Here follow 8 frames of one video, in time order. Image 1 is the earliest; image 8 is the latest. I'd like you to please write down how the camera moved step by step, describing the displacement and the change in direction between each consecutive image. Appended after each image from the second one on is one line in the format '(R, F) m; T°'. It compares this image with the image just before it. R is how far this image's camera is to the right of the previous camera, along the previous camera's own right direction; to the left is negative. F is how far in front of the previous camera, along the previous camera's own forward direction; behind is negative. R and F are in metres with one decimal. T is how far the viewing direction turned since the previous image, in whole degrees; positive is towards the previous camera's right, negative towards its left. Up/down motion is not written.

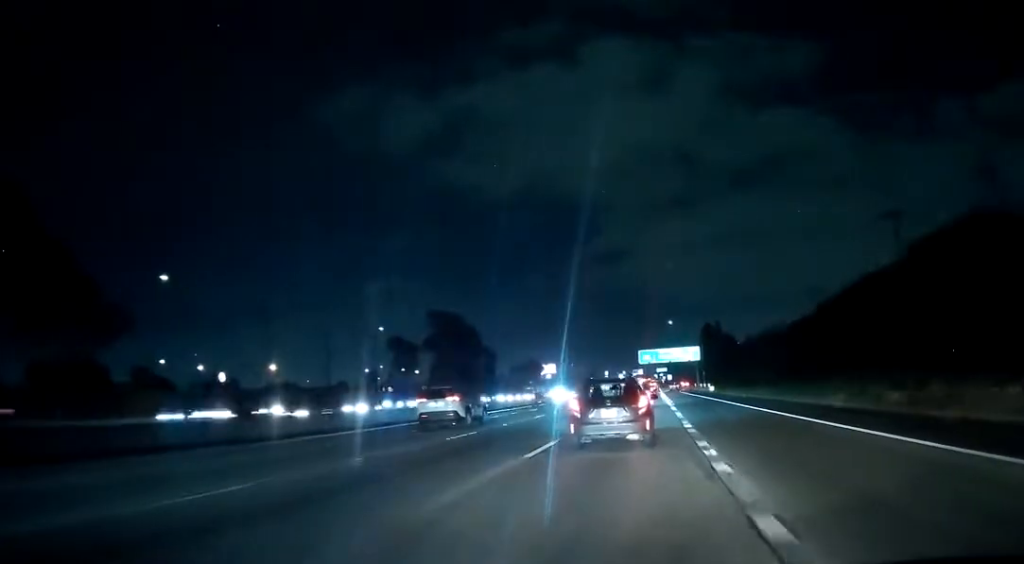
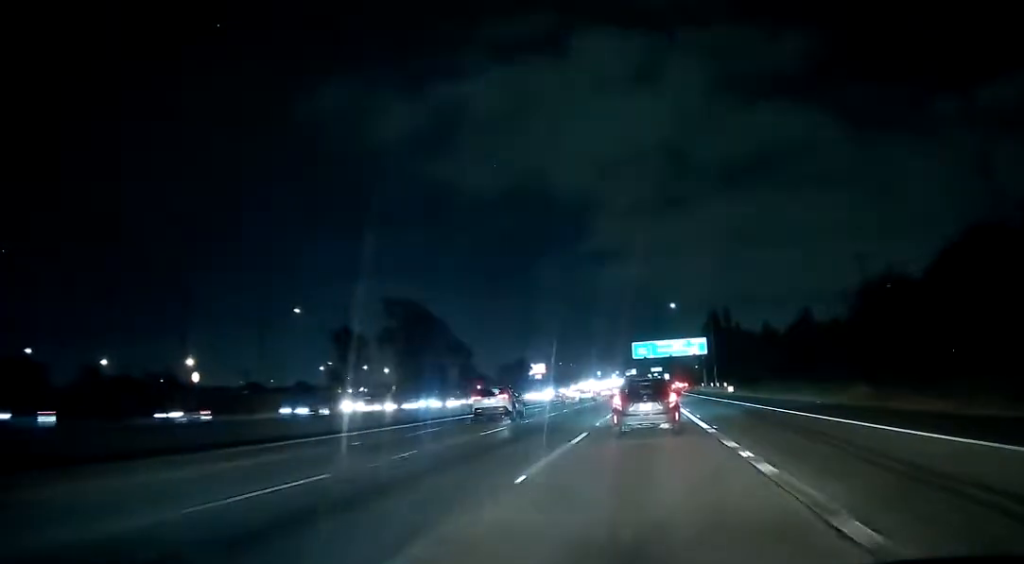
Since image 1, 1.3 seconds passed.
(-0.4, +27.7) m; -2°
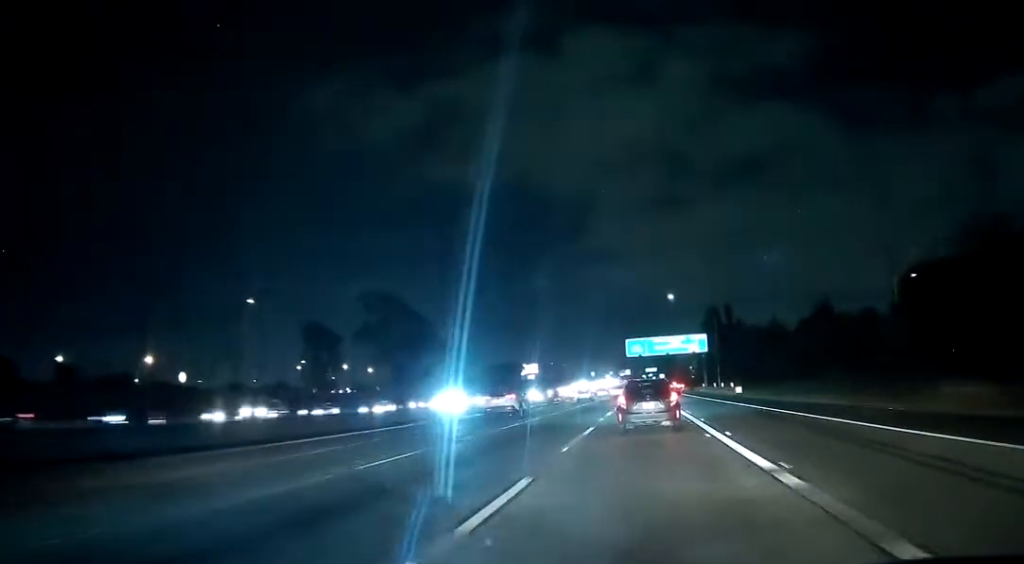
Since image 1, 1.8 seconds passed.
(-0.4, +10.8) m; 0°
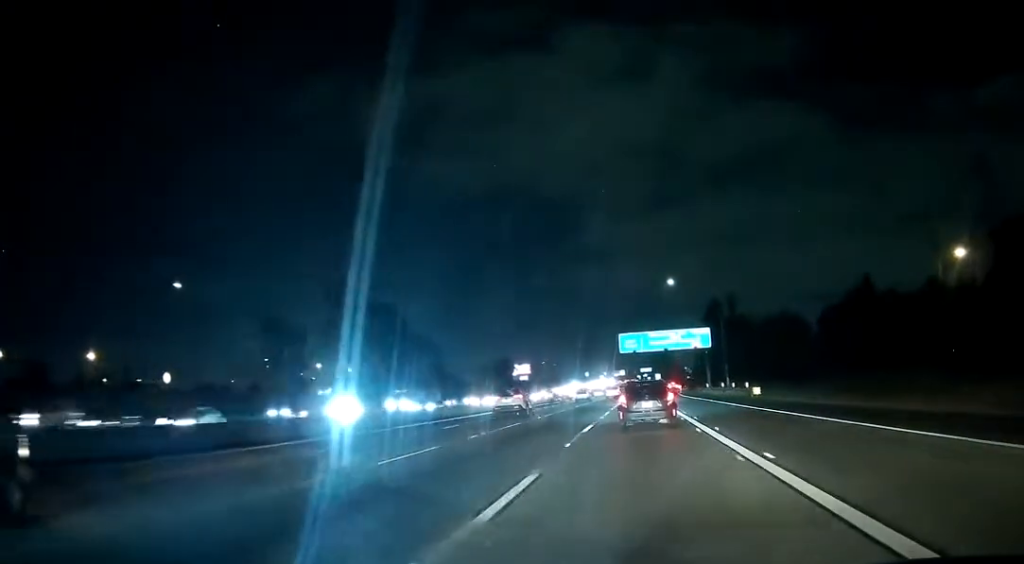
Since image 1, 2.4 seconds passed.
(+0.1, +13.1) m; +1°
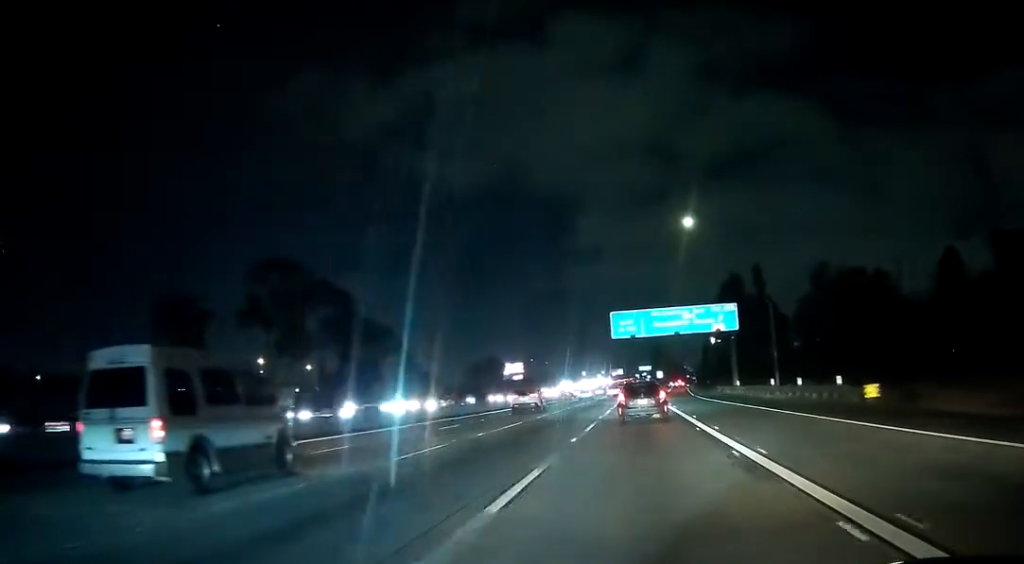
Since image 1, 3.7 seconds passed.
(+0.6, +29.5) m; +1°
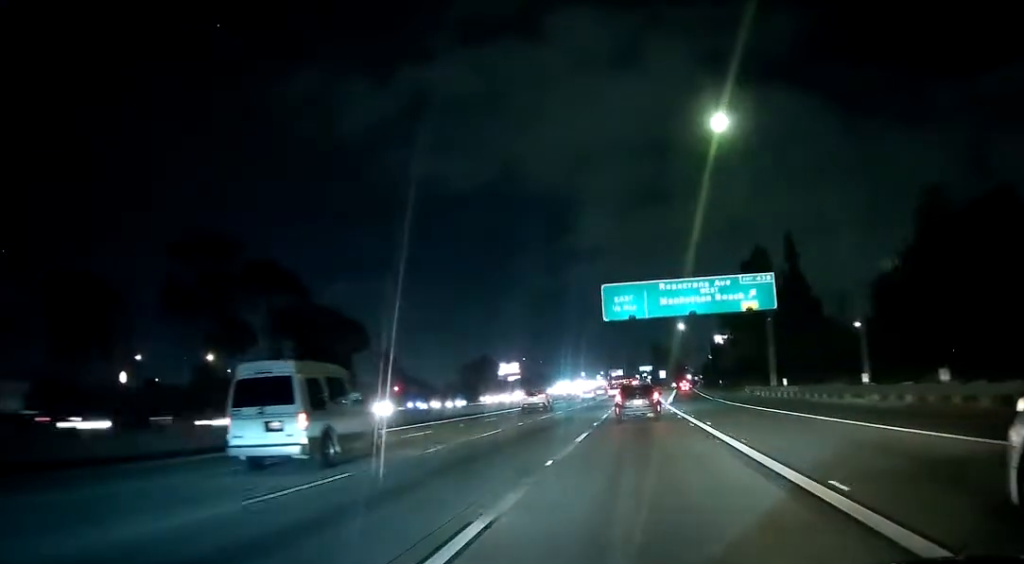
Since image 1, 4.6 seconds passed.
(0.0, +19.5) m; 0°
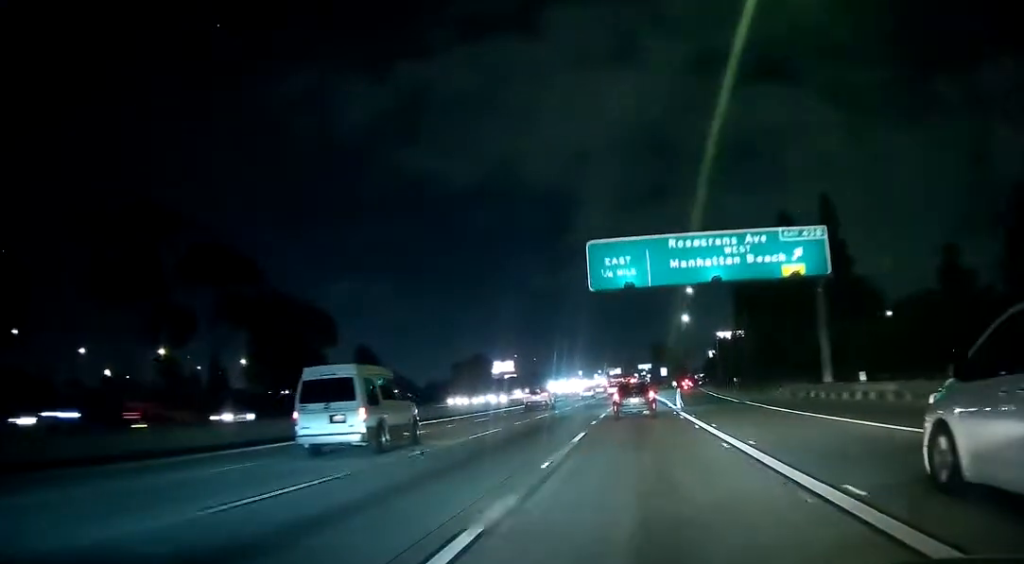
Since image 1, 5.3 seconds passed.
(0.0, +15.8) m; 0°
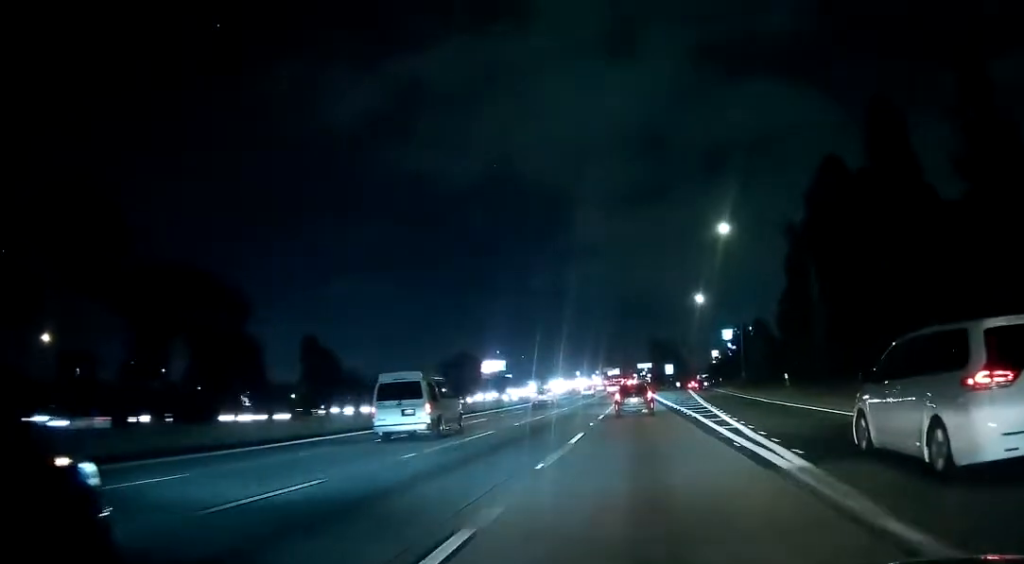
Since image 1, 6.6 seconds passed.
(0.0, +29.8) m; 0°
